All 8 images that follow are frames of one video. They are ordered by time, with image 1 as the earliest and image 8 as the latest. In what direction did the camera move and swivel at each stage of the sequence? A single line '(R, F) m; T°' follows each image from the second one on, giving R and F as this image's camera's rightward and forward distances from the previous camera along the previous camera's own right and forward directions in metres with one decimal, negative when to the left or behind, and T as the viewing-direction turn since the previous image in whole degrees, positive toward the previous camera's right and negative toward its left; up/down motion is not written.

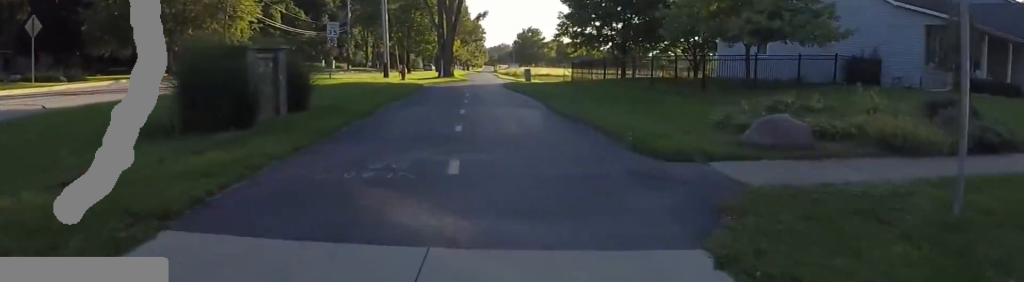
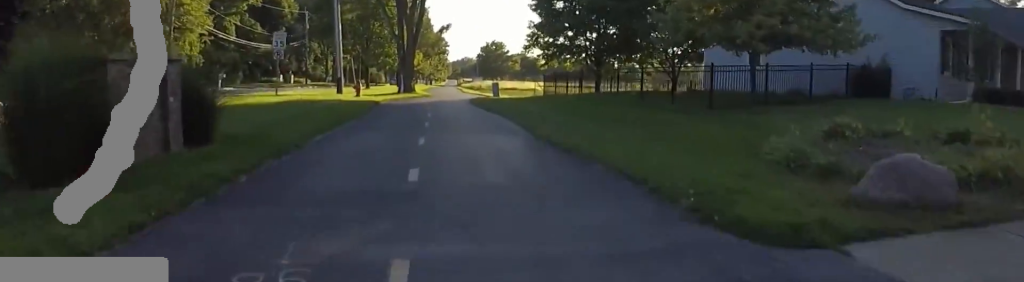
(+0.2, +3.1) m; +4°
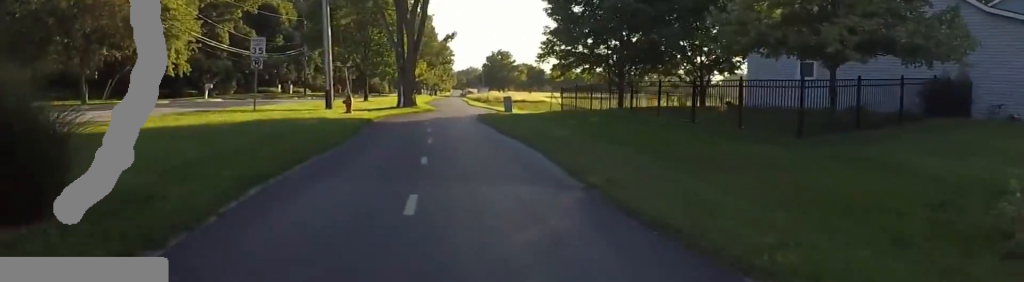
(0.0, +3.9) m; +4°
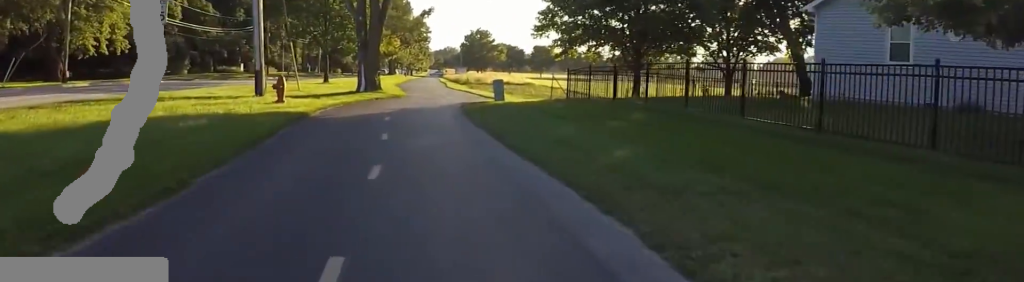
(+0.6, +6.7) m; 0°
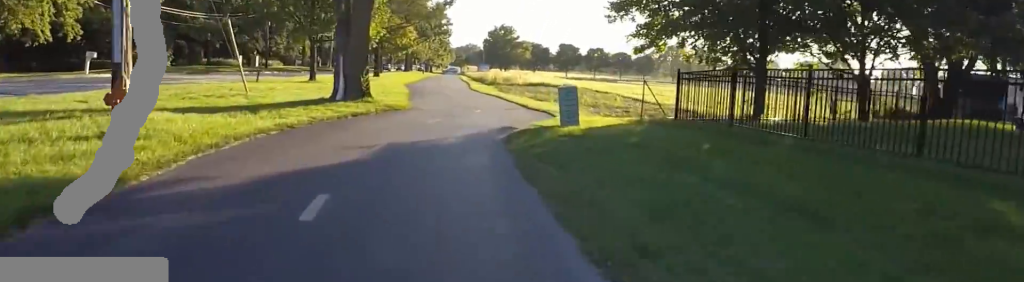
(-1.2, +9.5) m; -9°
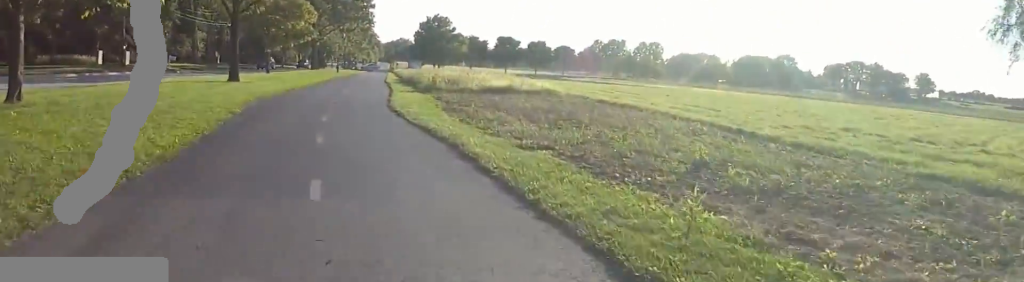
(+1.7, +16.9) m; +9°
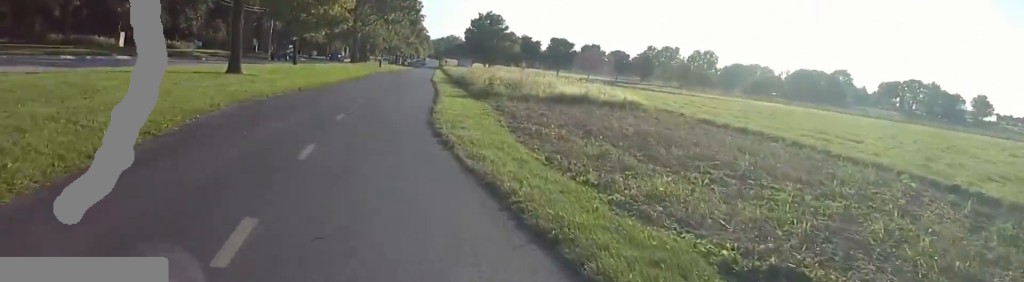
(-0.4, +5.5) m; -11°
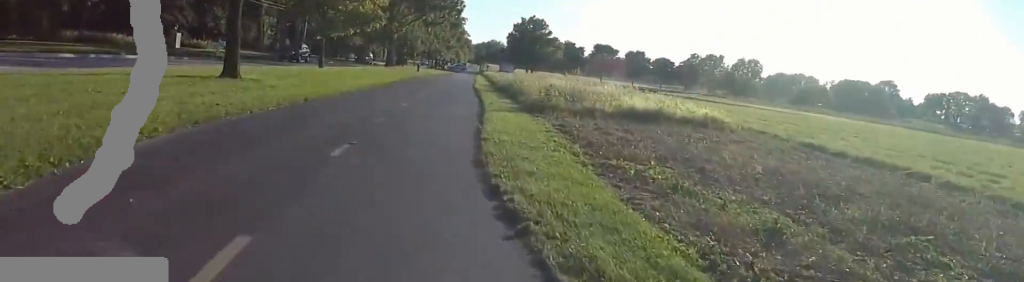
(-0.3, +3.8) m; -4°
